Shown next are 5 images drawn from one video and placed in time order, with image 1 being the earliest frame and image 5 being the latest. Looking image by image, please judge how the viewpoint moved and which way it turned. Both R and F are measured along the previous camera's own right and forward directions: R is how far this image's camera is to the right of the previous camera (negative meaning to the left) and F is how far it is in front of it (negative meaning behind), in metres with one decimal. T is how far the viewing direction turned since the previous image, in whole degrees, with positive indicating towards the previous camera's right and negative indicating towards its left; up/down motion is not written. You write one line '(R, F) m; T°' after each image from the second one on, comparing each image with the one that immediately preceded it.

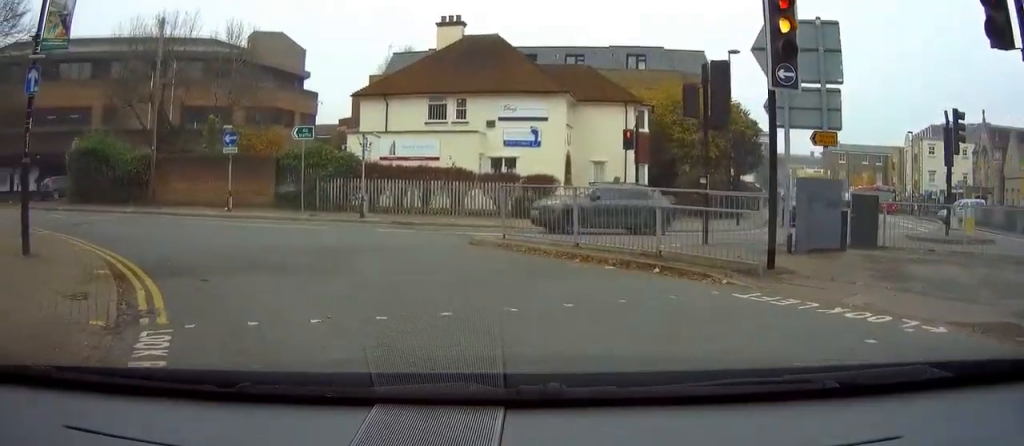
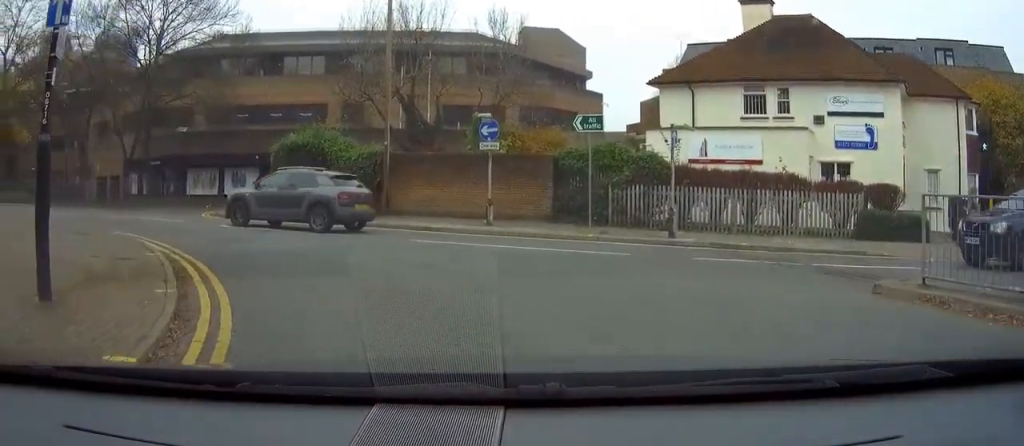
(-1.1, +6.4) m; -20°
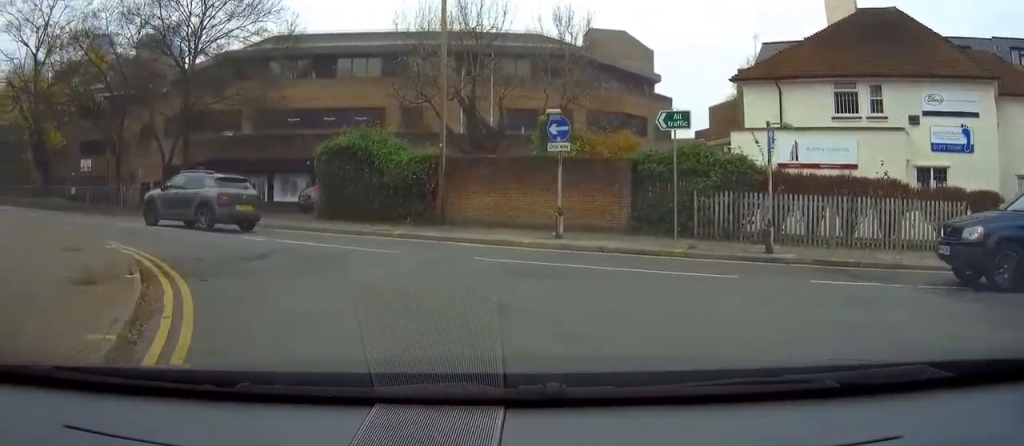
(0.0, +2.3) m; -7°
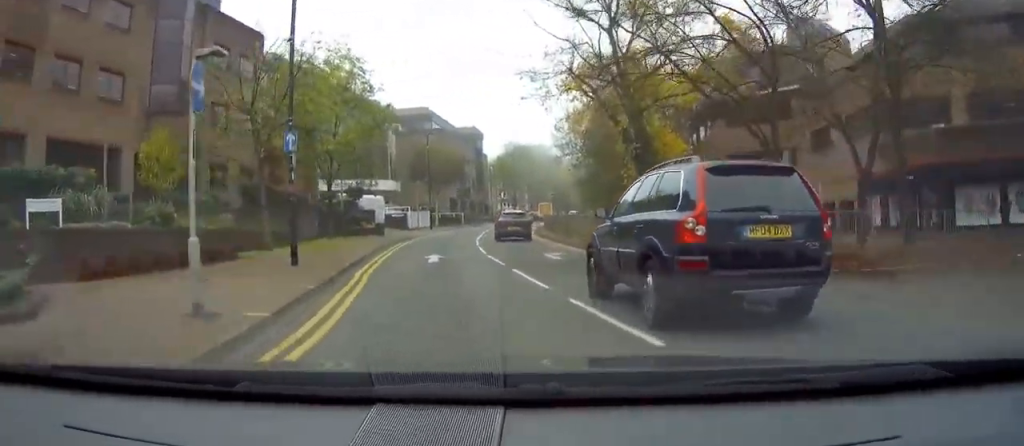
(-8.1, +14.1) m; -48°
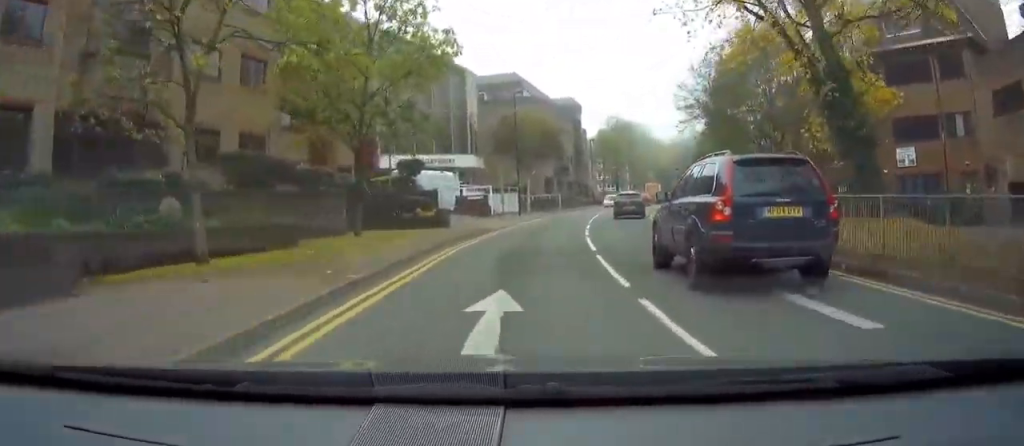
(-0.7, +13.4) m; -2°
